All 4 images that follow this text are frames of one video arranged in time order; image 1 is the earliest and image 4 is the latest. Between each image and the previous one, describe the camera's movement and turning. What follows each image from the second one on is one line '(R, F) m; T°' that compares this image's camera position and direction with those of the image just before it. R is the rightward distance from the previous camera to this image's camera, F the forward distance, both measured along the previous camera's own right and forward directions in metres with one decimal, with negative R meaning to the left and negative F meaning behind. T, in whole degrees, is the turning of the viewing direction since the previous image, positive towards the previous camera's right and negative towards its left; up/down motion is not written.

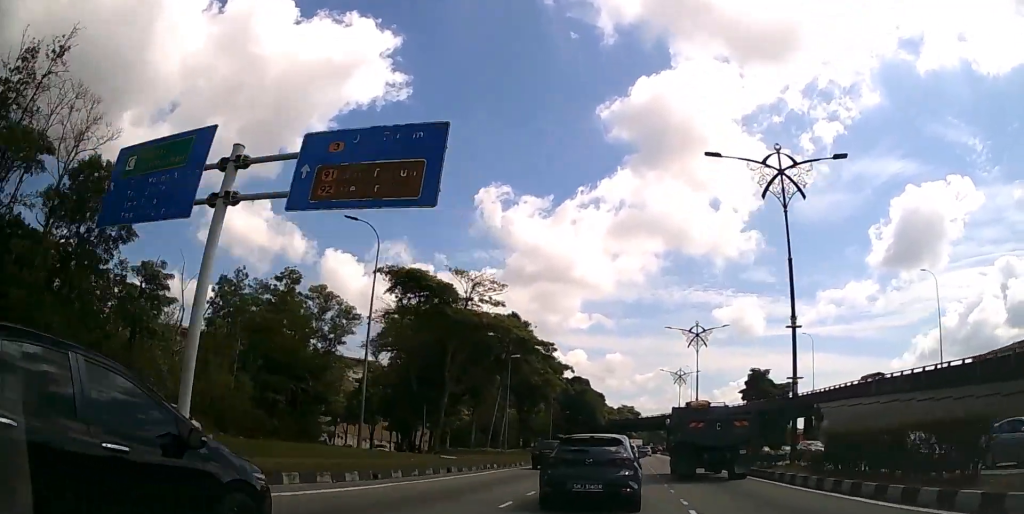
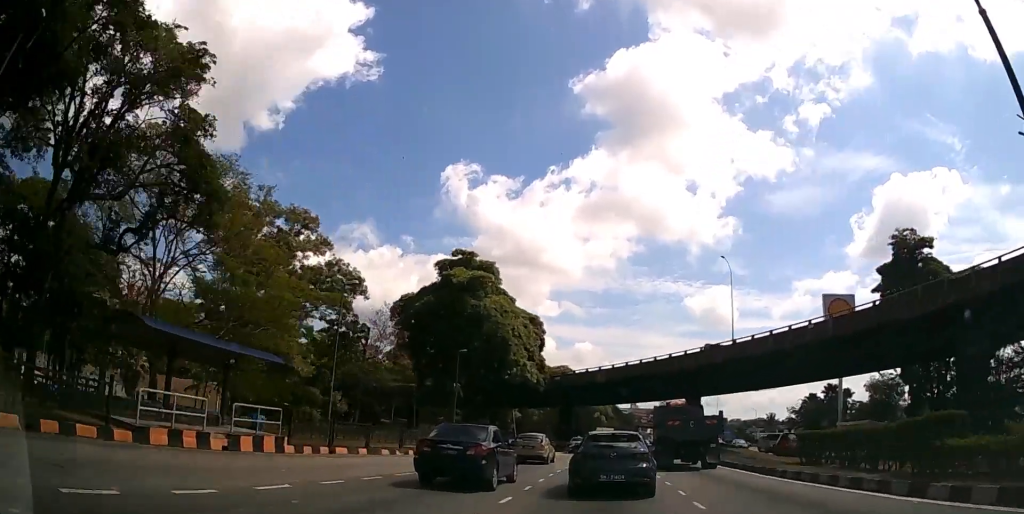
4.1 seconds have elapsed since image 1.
(+2.2, +75.7) m; +2°
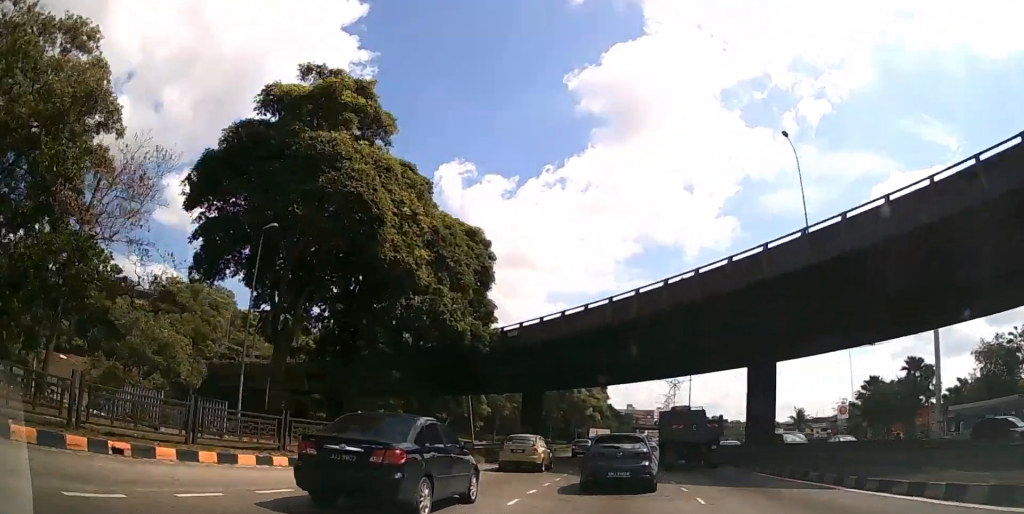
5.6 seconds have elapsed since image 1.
(+0.2, +26.4) m; +1°
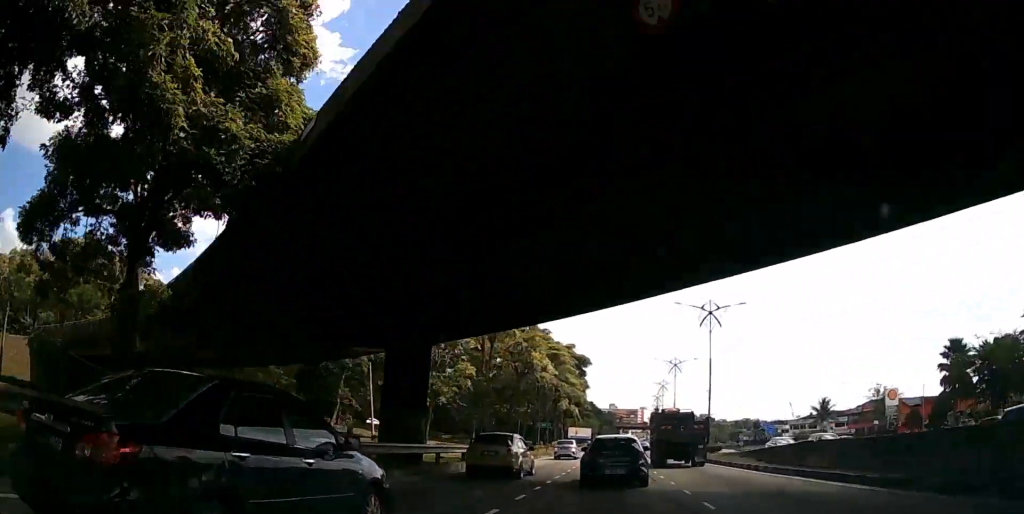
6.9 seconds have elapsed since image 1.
(+0.2, +24.4) m; +1°
